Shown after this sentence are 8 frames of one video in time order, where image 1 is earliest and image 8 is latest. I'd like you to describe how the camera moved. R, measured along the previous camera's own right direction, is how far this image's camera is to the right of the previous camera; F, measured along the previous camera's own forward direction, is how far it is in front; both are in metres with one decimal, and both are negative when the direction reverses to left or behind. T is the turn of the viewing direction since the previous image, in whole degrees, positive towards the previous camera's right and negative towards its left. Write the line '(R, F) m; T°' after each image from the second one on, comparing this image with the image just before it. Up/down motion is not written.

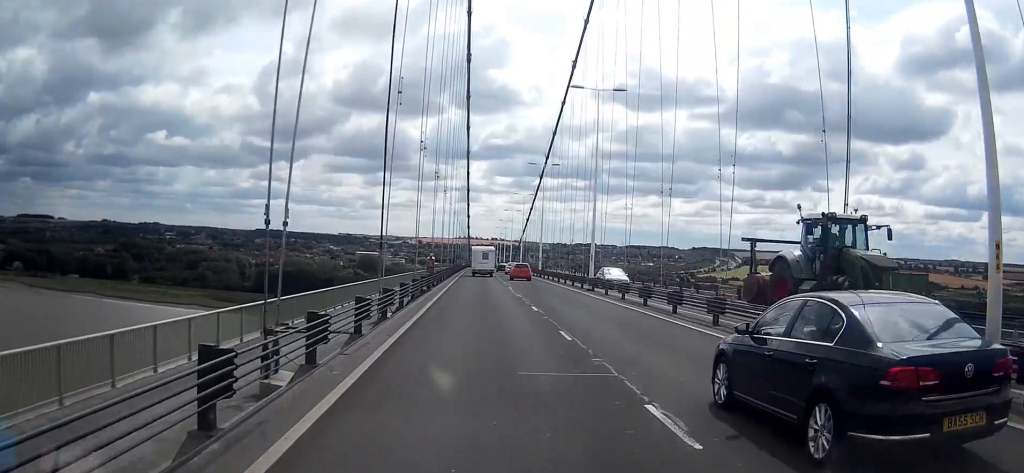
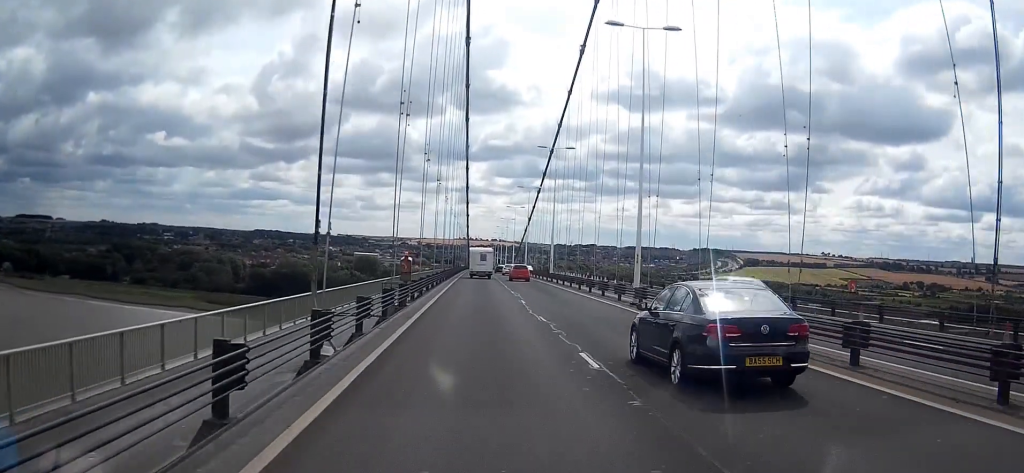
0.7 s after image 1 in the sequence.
(0.0, +12.6) m; 0°
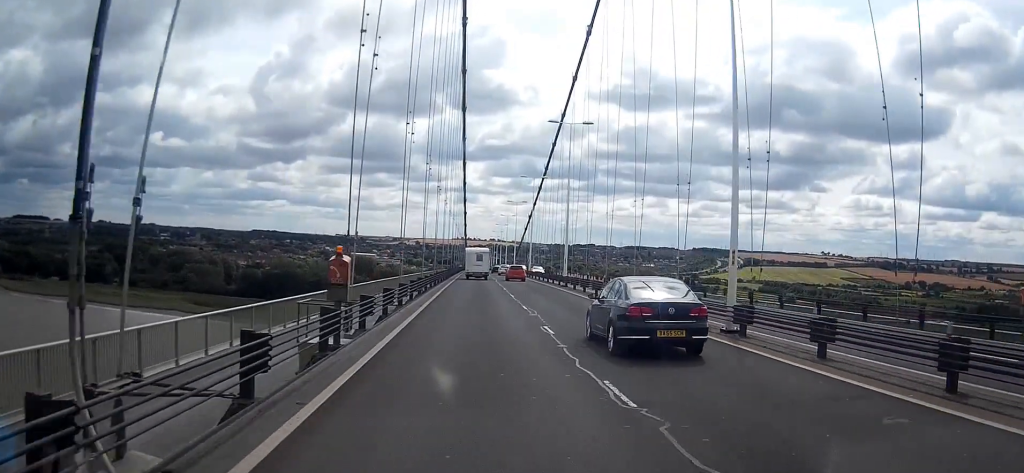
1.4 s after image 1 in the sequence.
(0.0, +12.7) m; 0°
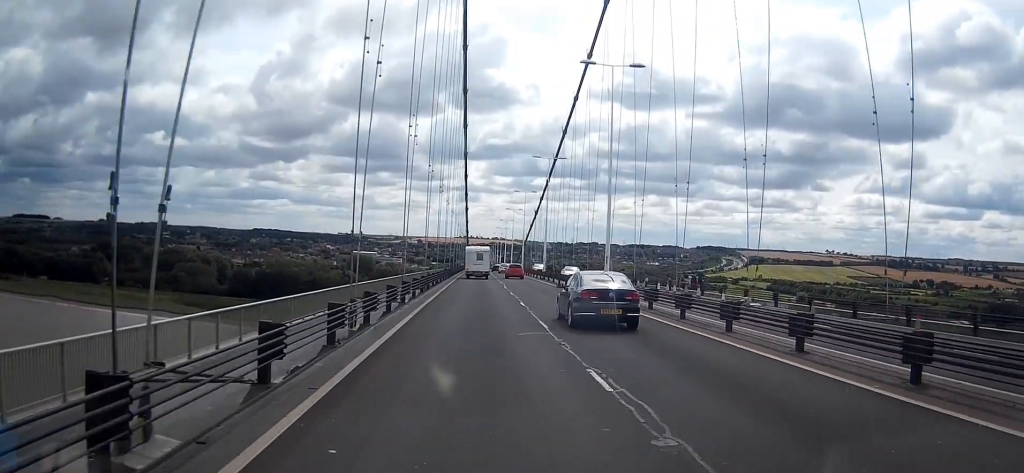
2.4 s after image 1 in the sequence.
(+0.1, +17.3) m; 0°
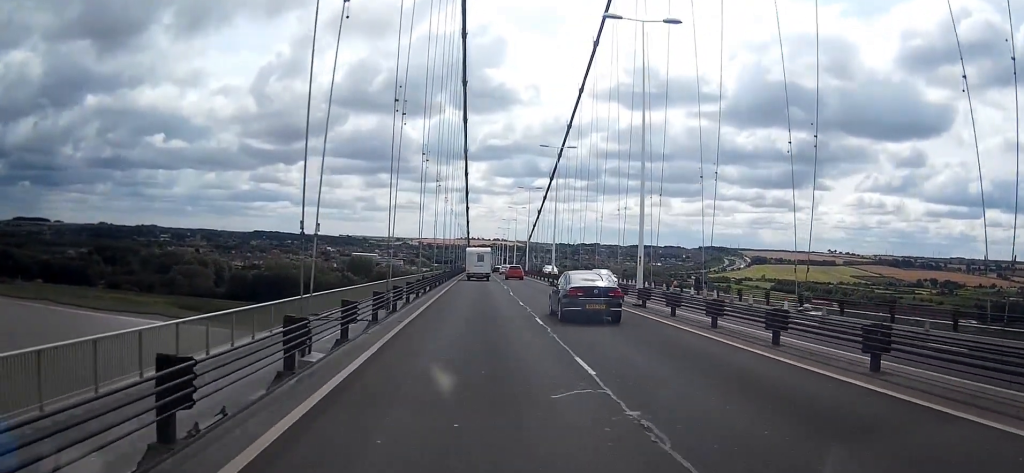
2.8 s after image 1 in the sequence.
(0.0, +8.3) m; 0°
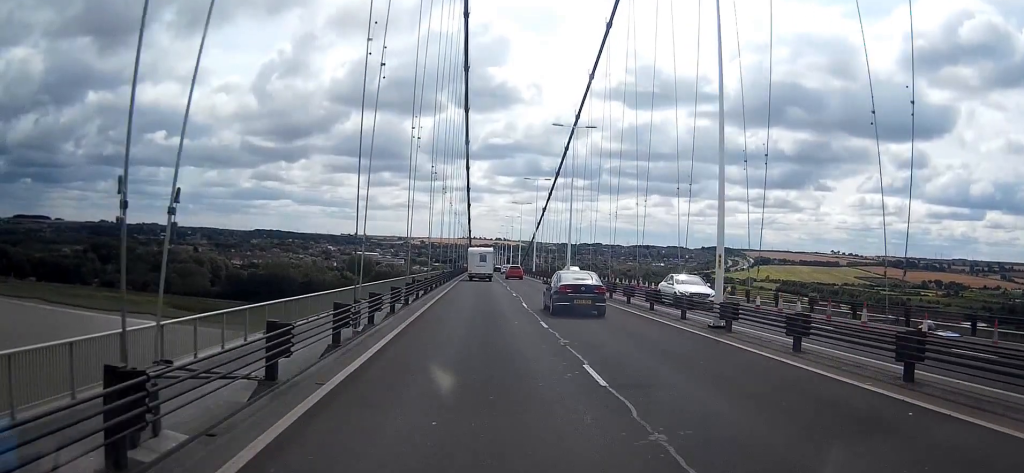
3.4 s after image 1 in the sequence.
(0.0, +9.7) m; 0°
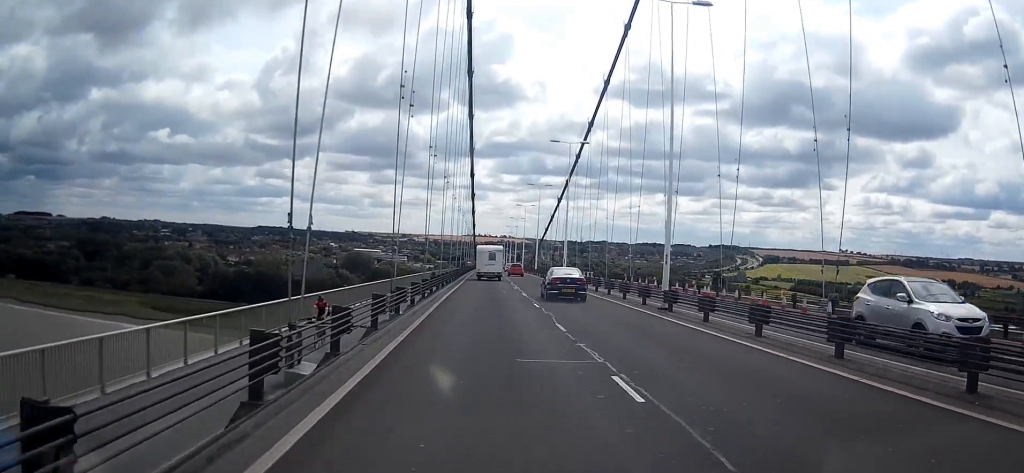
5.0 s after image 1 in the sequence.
(-0.2, +28.9) m; 0°
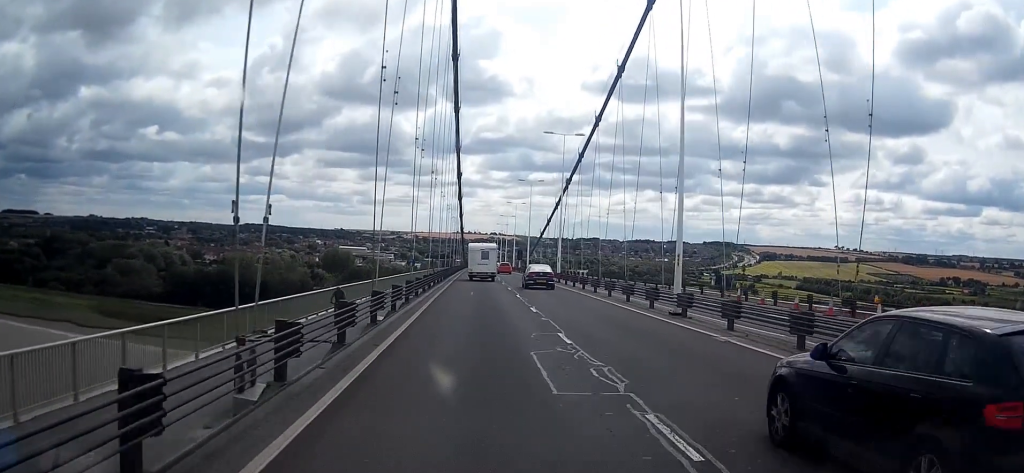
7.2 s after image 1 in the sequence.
(+0.4, +38.8) m; +1°
